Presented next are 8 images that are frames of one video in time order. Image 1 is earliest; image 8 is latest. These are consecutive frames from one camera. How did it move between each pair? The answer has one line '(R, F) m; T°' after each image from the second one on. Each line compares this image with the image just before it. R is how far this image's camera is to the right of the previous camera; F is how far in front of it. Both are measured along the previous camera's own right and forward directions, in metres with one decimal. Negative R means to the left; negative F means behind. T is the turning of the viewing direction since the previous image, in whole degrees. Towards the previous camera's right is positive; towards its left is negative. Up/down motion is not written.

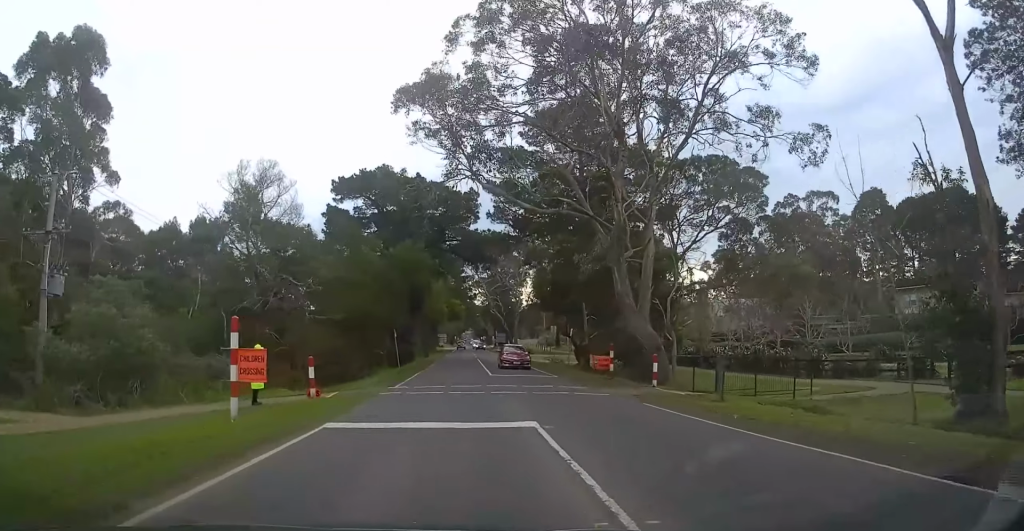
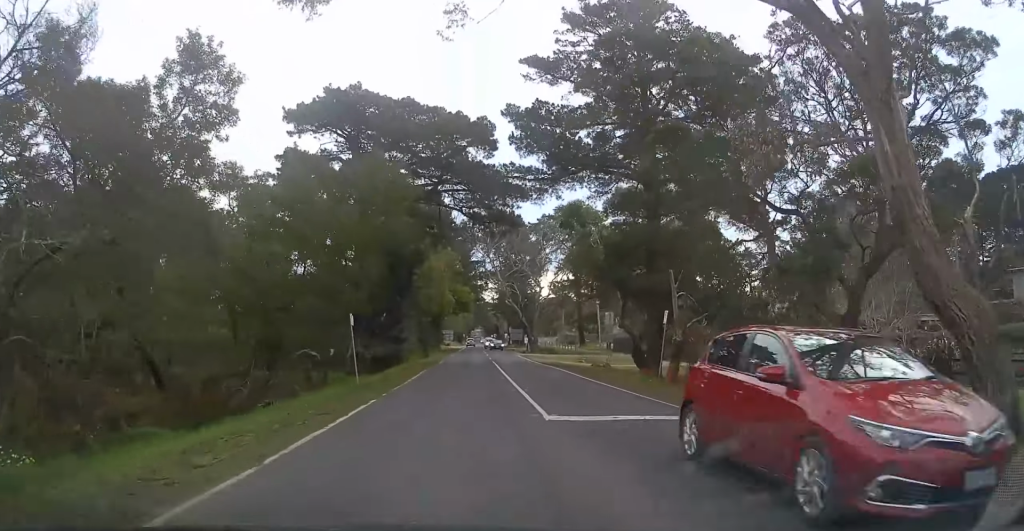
(-0.3, +18.9) m; -1°
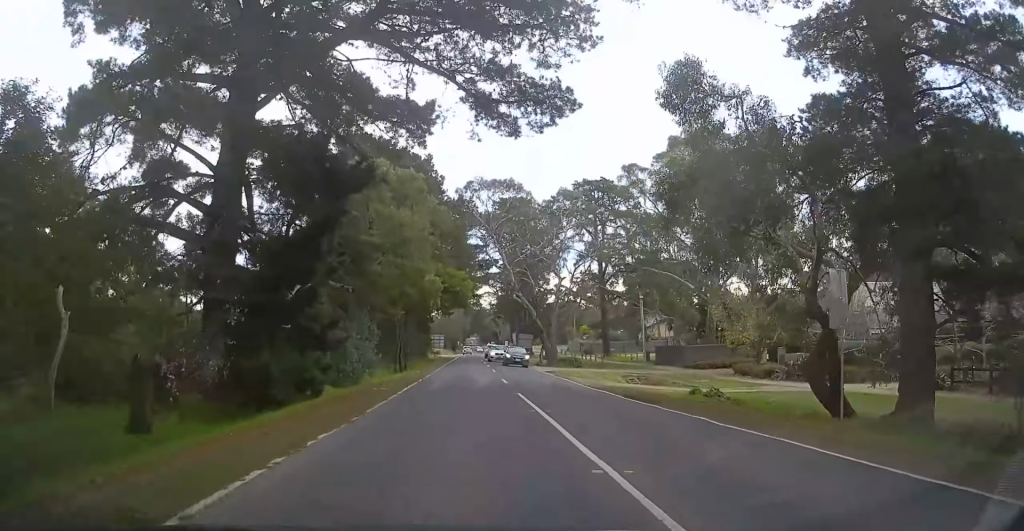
(+0.4, +23.2) m; +1°
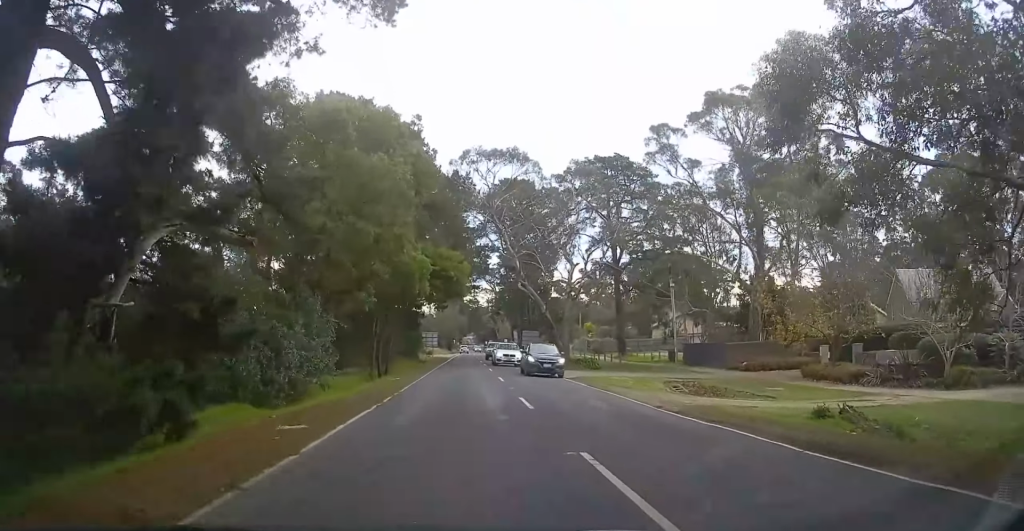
(0.0, +10.8) m; -1°
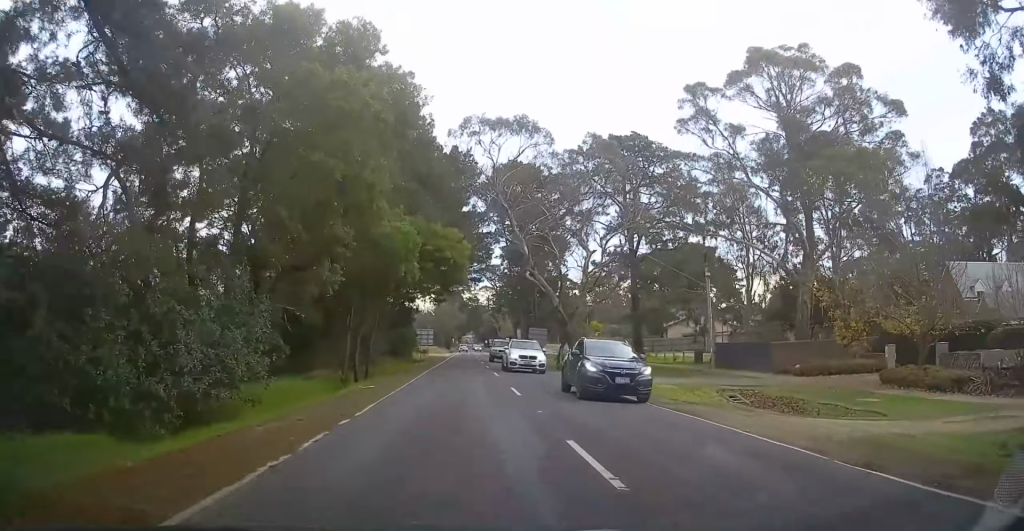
(0.0, +8.2) m; 0°
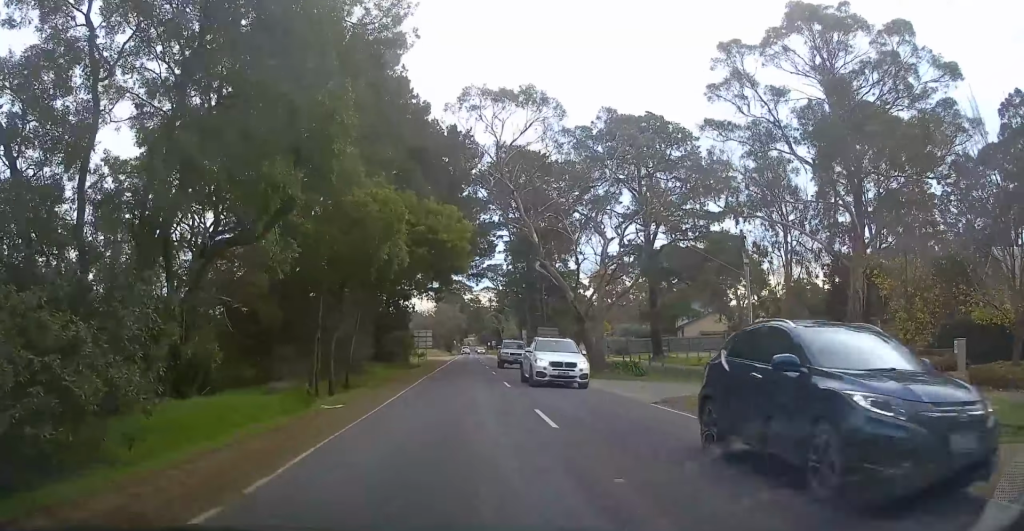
(-0.1, +6.2) m; 0°
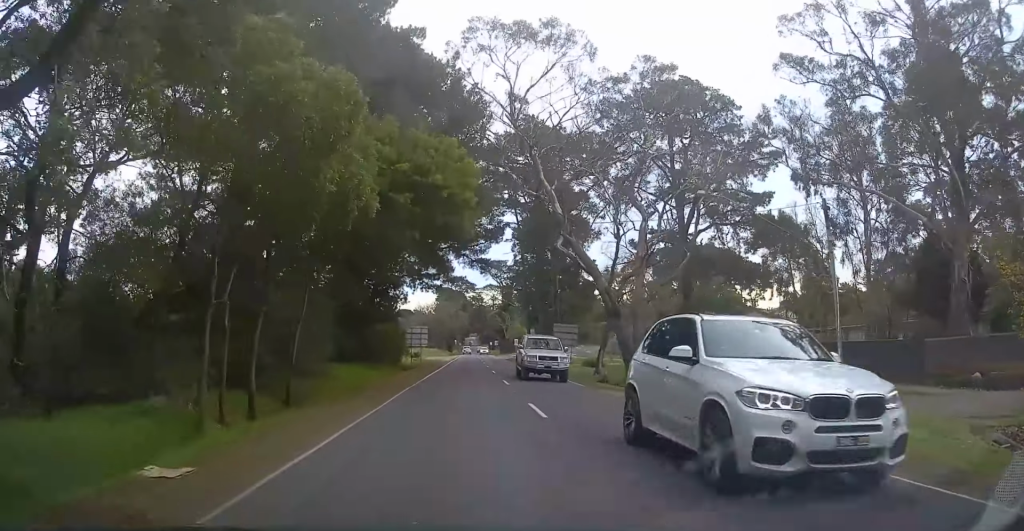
(0.0, +9.7) m; 0°
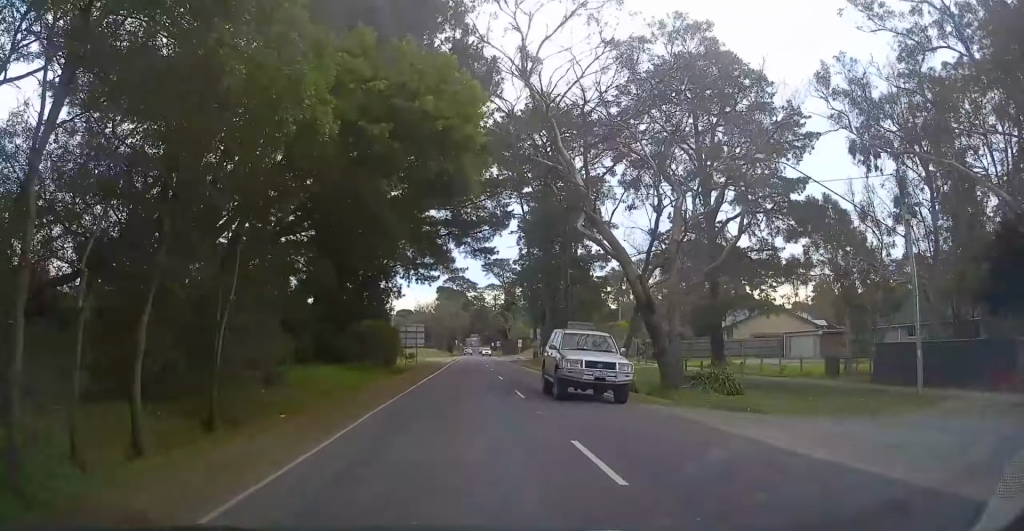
(+0.1, +5.8) m; 0°
